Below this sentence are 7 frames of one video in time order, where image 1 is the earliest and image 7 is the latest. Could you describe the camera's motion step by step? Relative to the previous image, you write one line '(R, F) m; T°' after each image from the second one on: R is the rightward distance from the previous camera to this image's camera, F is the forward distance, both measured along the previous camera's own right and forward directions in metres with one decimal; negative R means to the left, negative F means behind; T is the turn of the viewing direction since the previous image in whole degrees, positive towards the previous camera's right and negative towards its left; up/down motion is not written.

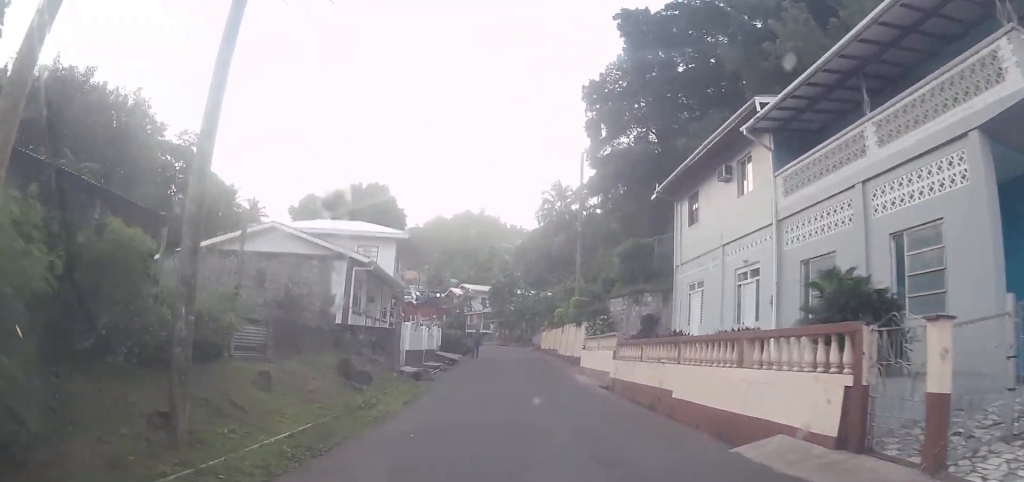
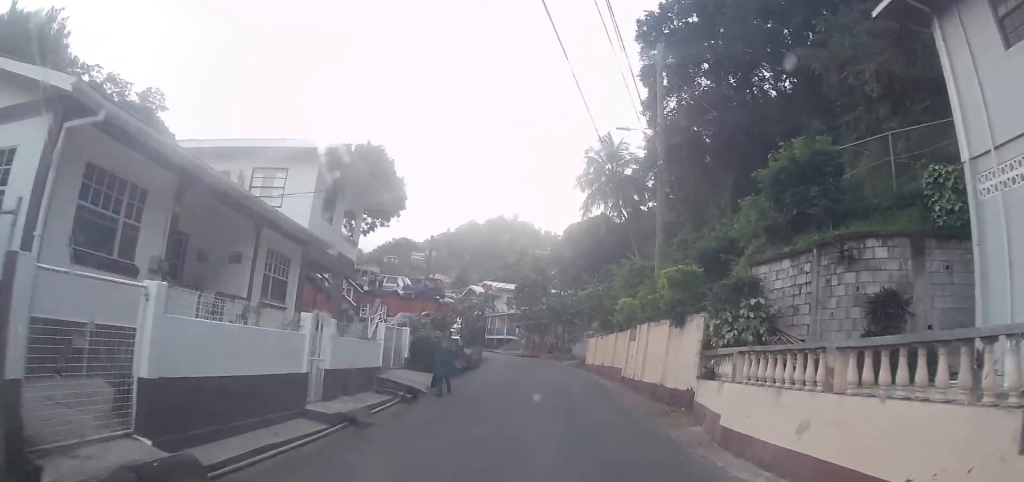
(-2.1, +16.7) m; -12°
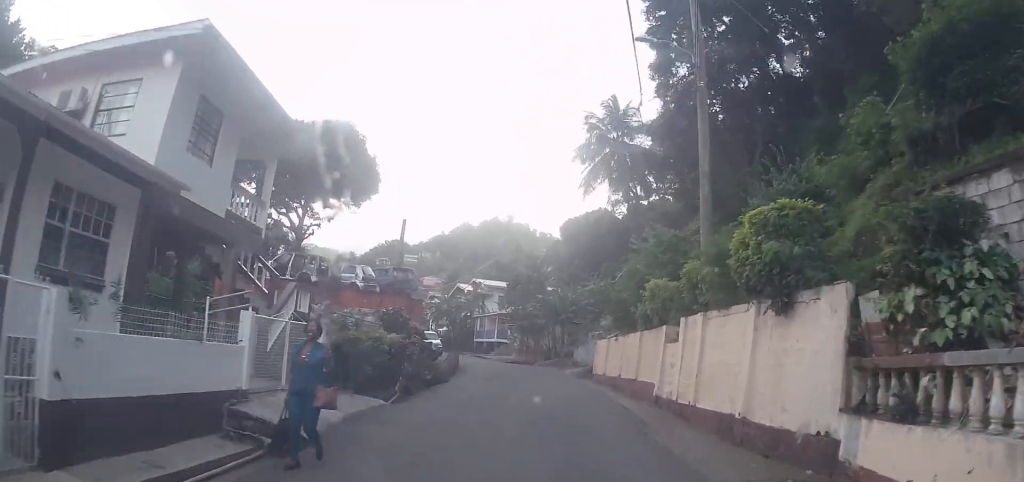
(-0.1, +7.2) m; -2°
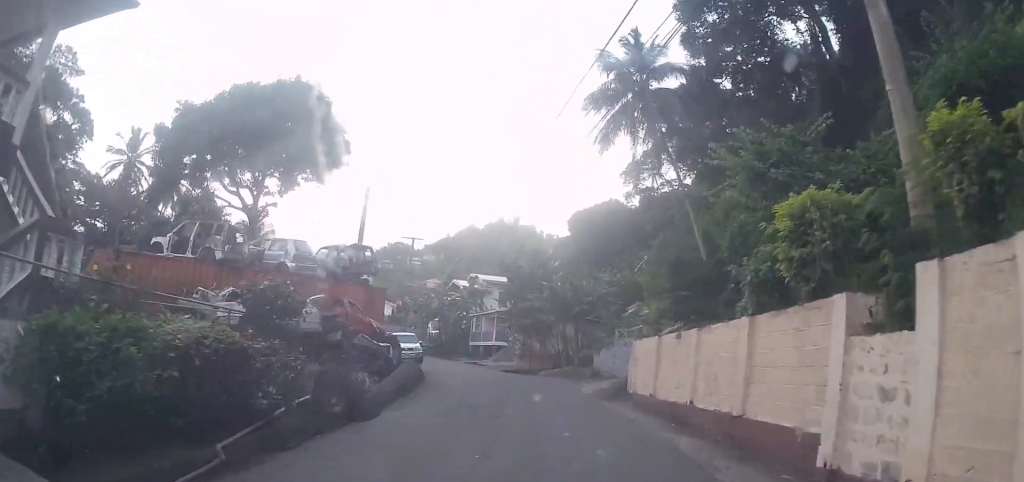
(-0.2, +8.9) m; -2°
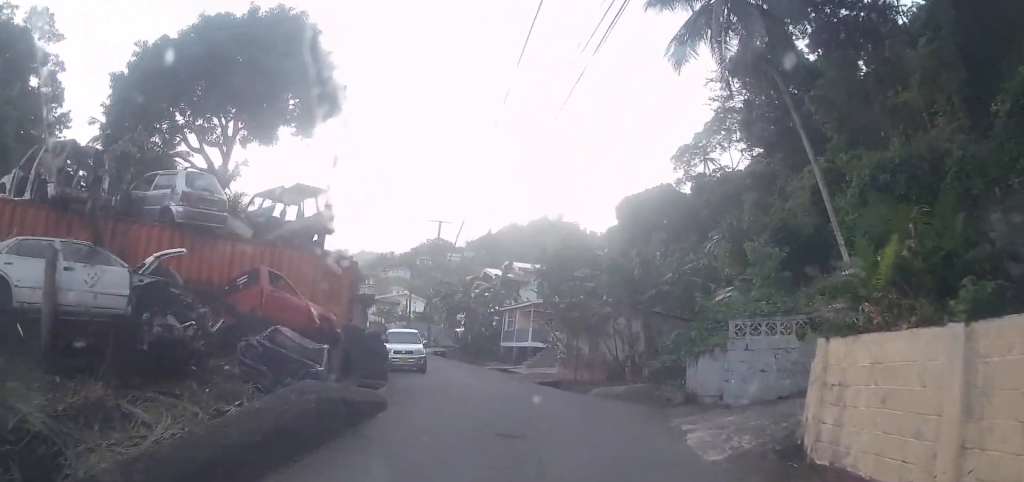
(-0.3, +9.2) m; -3°
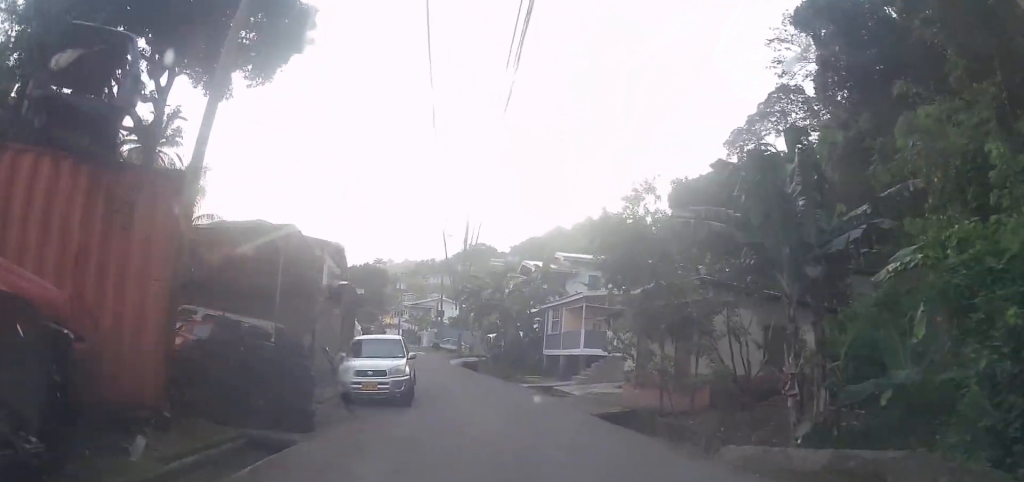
(+0.1, +9.4) m; -1°
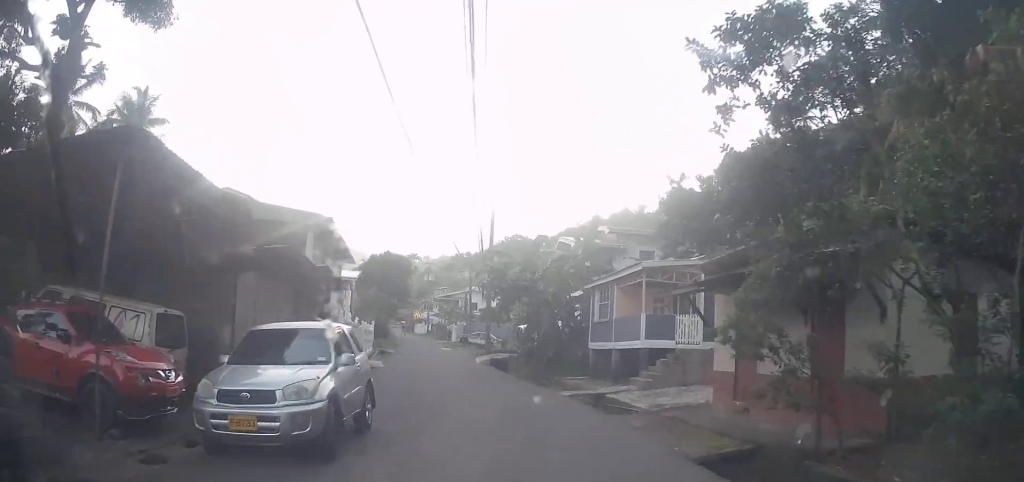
(-0.4, +7.0) m; -3°
